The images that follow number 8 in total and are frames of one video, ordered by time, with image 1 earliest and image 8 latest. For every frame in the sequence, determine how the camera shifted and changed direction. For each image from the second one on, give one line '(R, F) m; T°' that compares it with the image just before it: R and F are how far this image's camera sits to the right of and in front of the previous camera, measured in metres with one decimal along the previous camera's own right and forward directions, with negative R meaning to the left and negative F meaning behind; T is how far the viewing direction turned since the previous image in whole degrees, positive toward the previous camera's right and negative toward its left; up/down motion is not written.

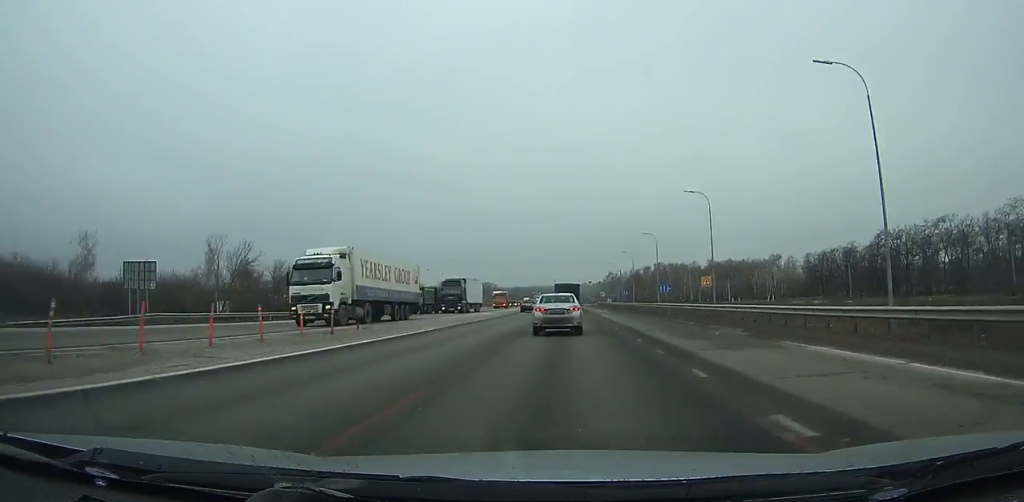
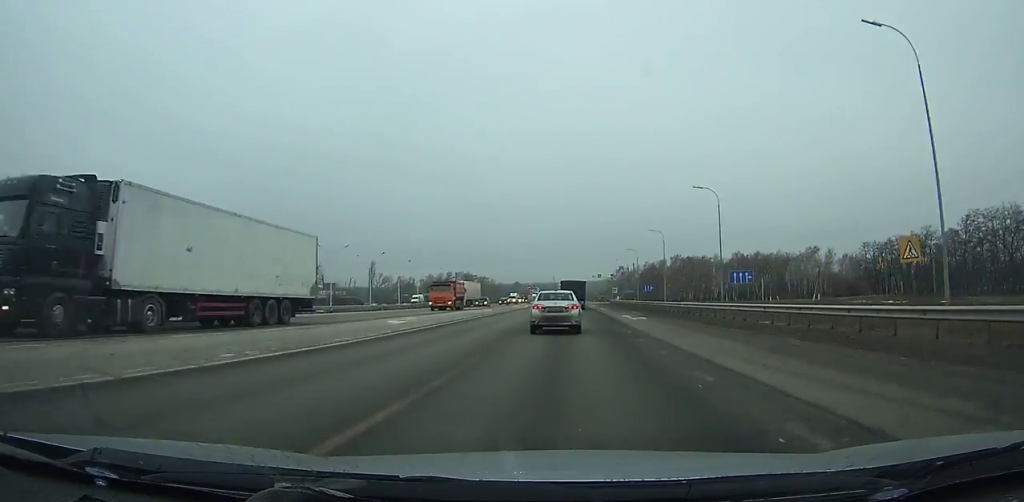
(0.0, +32.0) m; 0°
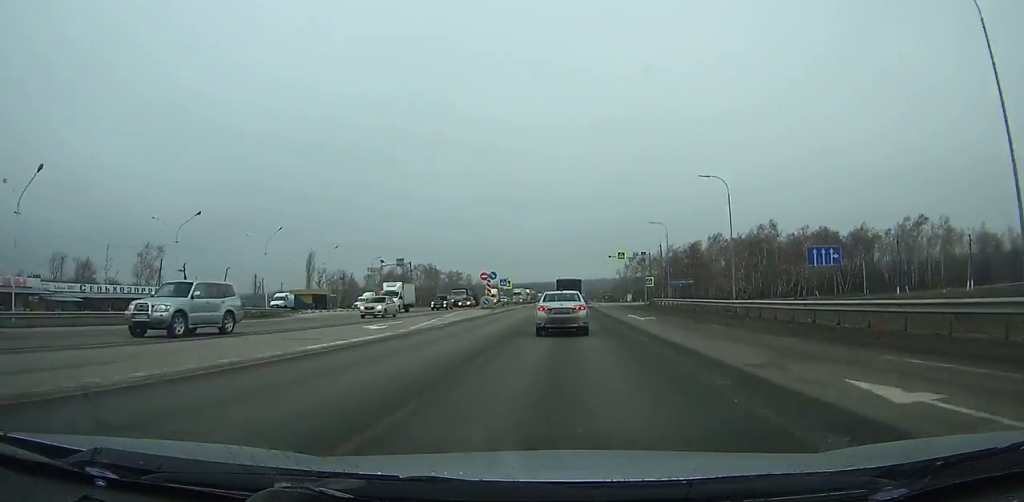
(-0.3, +63.7) m; 0°
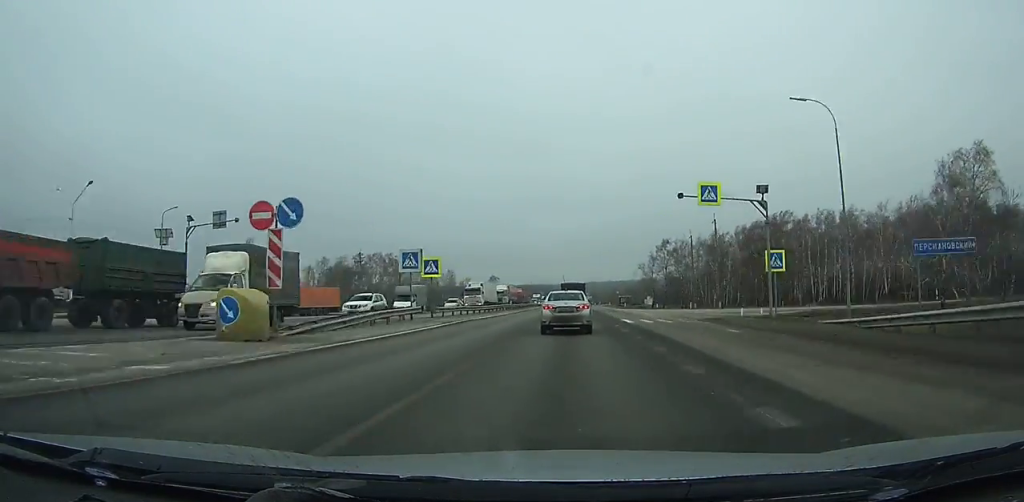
(+0.2, +46.6) m; 0°
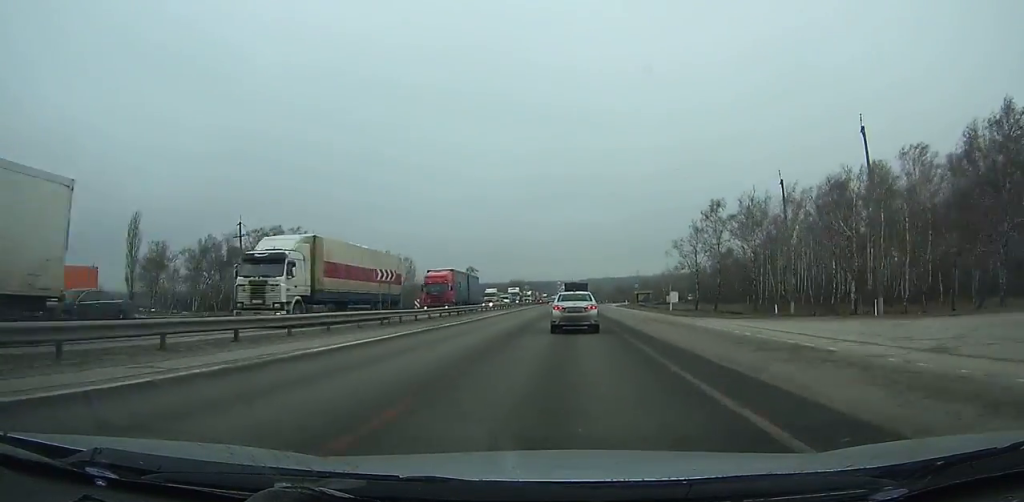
(0.0, +48.5) m; 0°
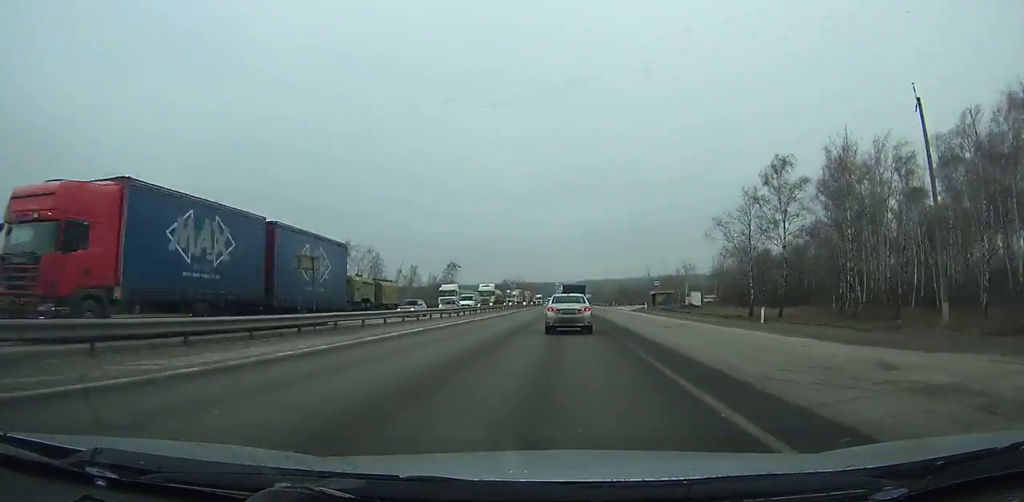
(+0.1, +26.4) m; 0°
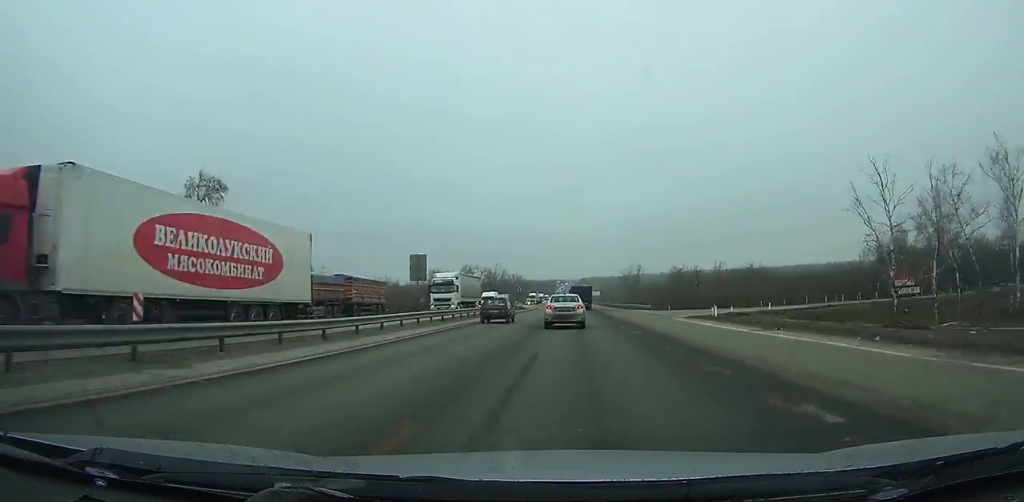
(-0.7, +112.2) m; 0°
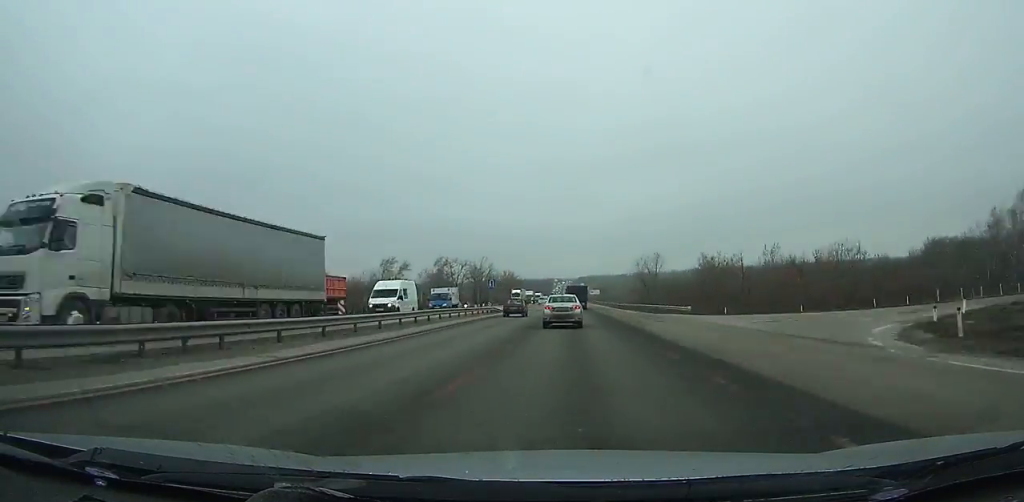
(+0.2, +29.8) m; 0°
